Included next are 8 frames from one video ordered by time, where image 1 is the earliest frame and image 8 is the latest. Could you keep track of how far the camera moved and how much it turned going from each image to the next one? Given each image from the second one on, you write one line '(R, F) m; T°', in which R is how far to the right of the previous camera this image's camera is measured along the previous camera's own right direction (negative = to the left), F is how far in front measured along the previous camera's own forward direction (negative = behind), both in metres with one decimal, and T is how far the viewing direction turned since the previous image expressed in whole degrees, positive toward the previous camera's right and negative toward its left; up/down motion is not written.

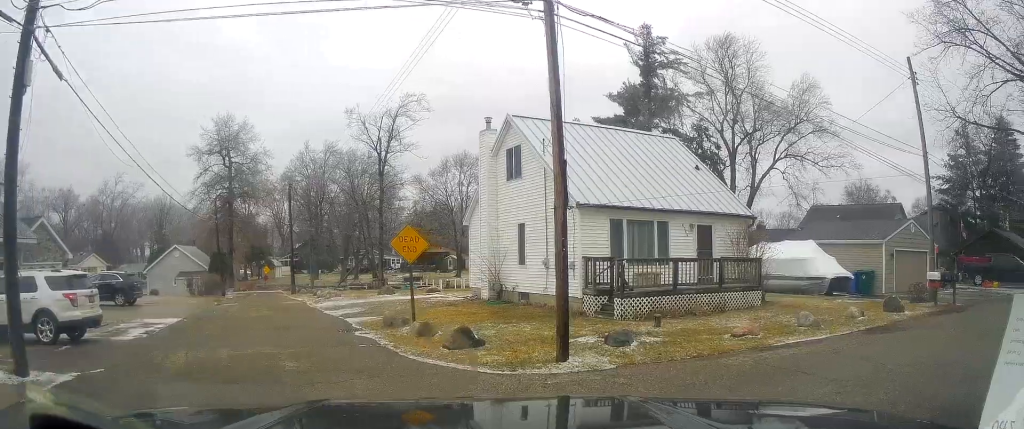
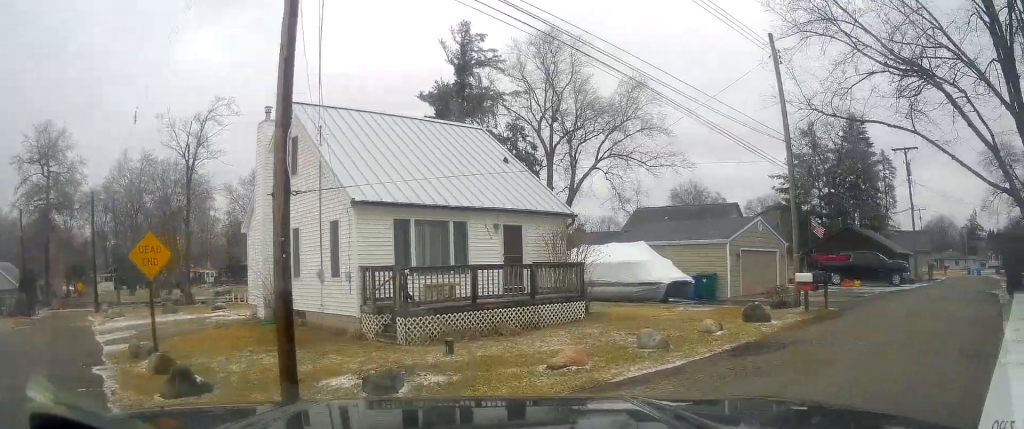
(0.0, +4.4) m; +14°
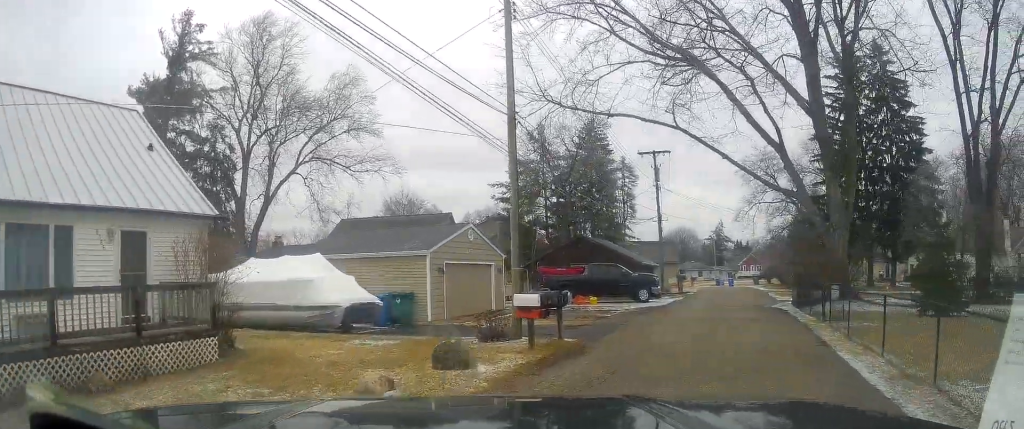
(+1.8, +4.9) m; +27°
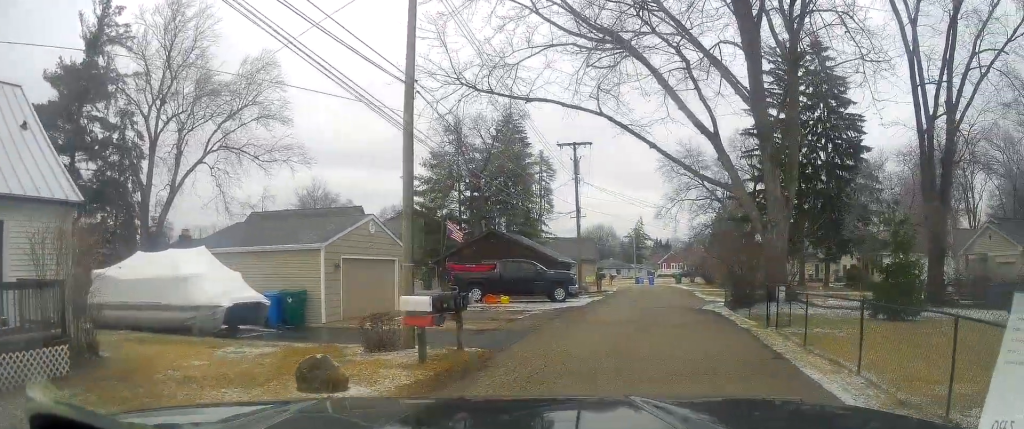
(+0.1, +1.8) m; +9°
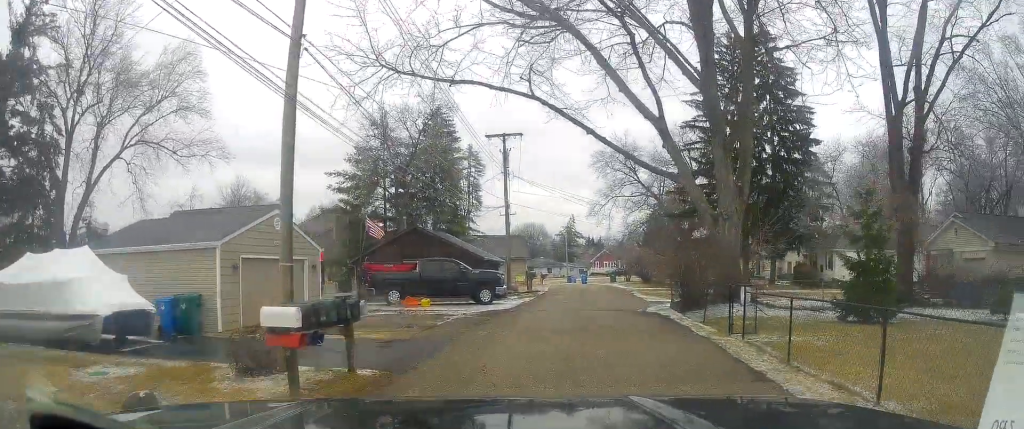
(-0.2, +1.9) m; +10°
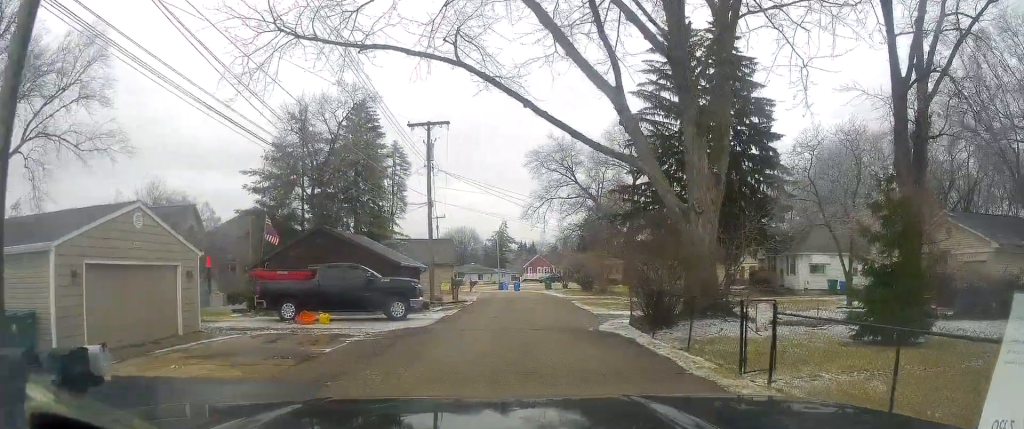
(+1.0, +4.0) m; +14°
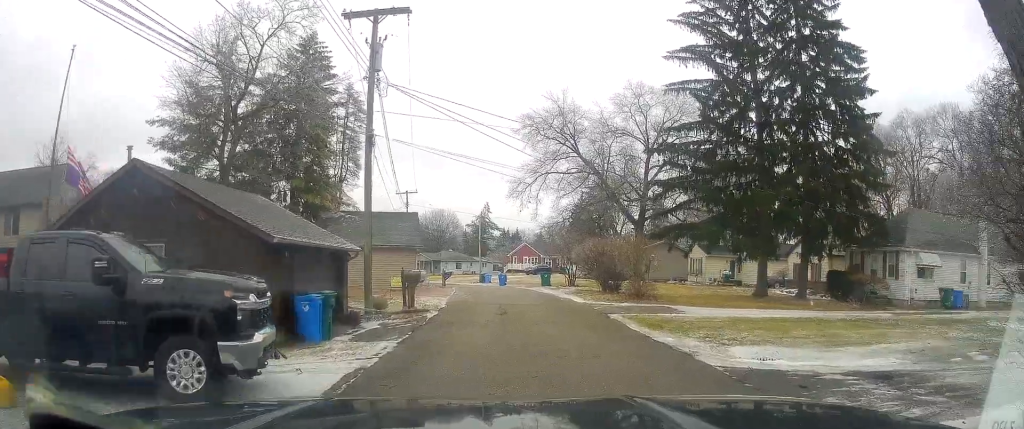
(+1.8, +15.4) m; +2°
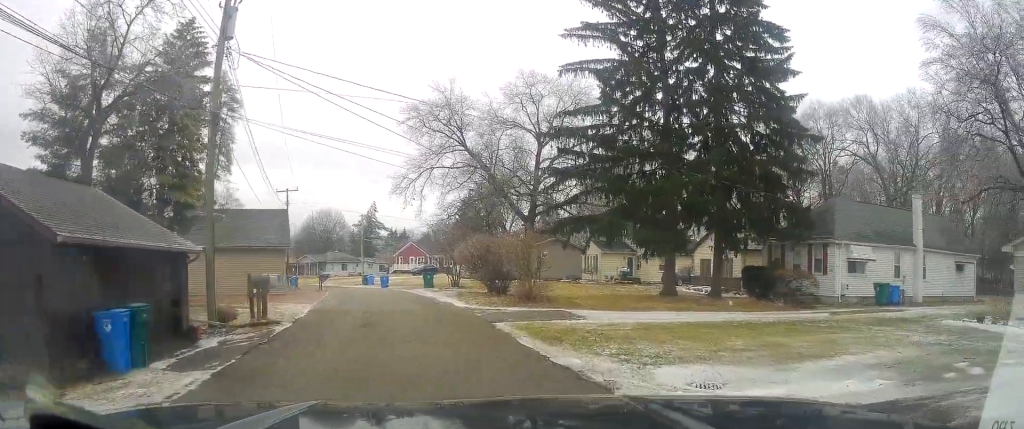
(-0.4, +5.0) m; +1°
